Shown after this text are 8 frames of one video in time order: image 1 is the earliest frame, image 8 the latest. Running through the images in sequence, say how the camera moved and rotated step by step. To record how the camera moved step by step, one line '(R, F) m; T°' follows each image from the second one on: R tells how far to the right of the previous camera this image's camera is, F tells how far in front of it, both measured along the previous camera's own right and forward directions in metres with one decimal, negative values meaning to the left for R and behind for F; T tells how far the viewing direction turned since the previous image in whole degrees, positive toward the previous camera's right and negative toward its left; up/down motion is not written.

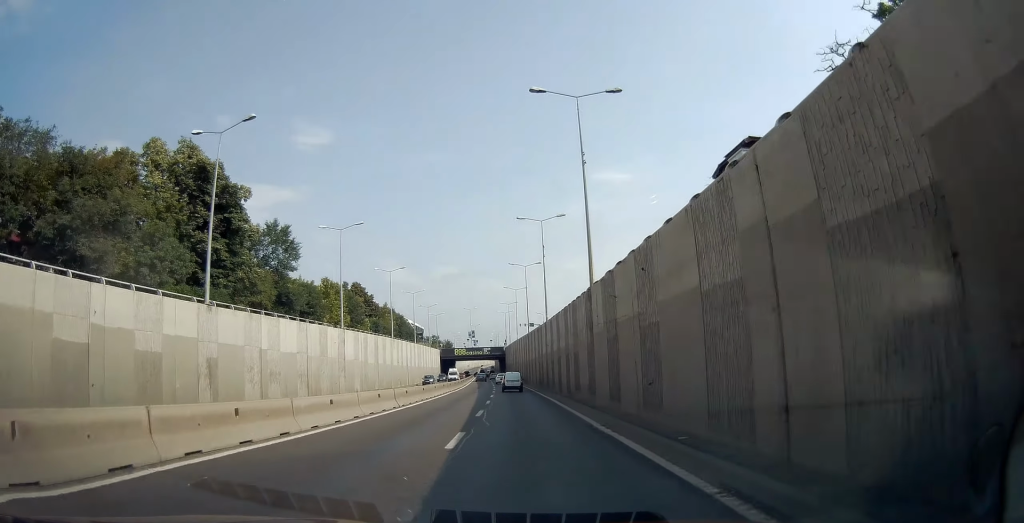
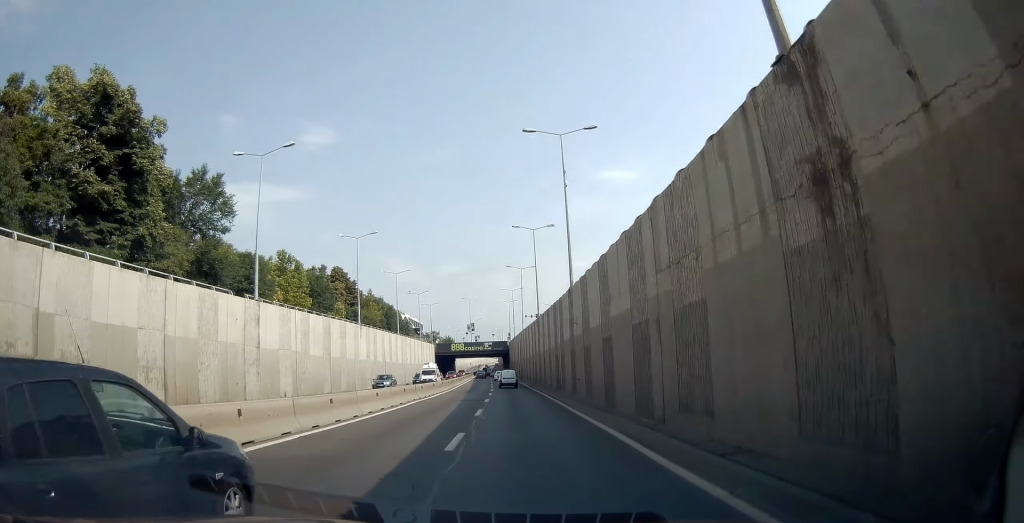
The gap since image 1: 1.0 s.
(0.0, +17.6) m; -1°
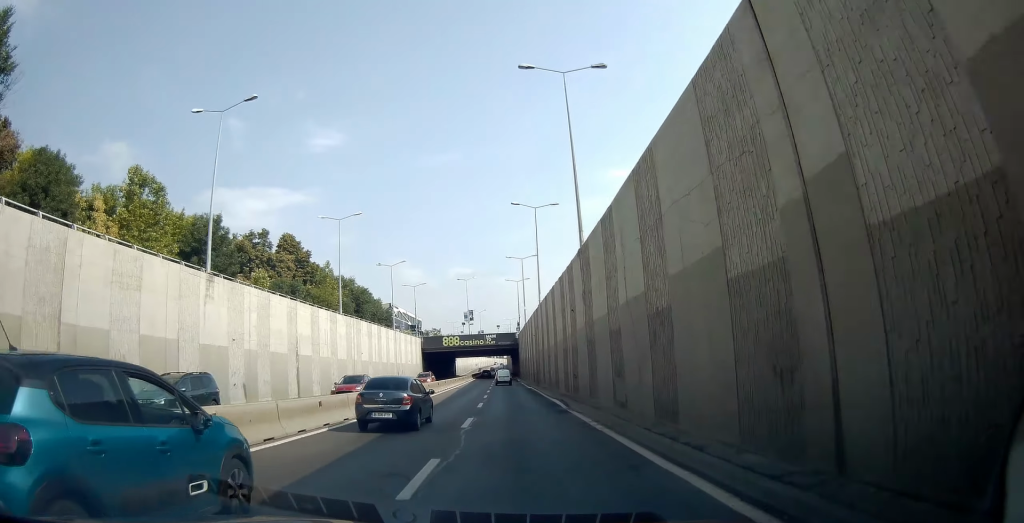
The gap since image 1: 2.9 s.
(-0.6, +31.2) m; 0°
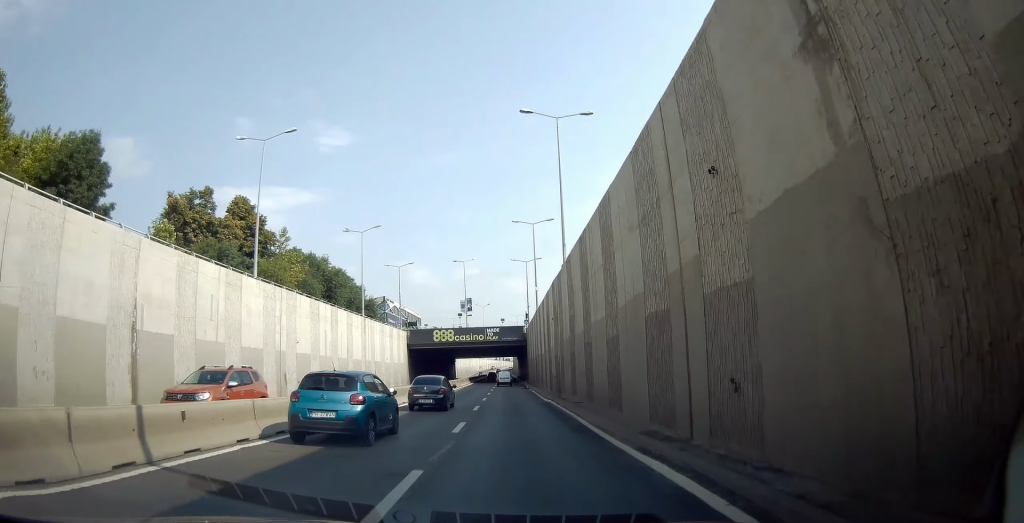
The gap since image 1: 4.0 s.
(+0.3, +19.3) m; +1°
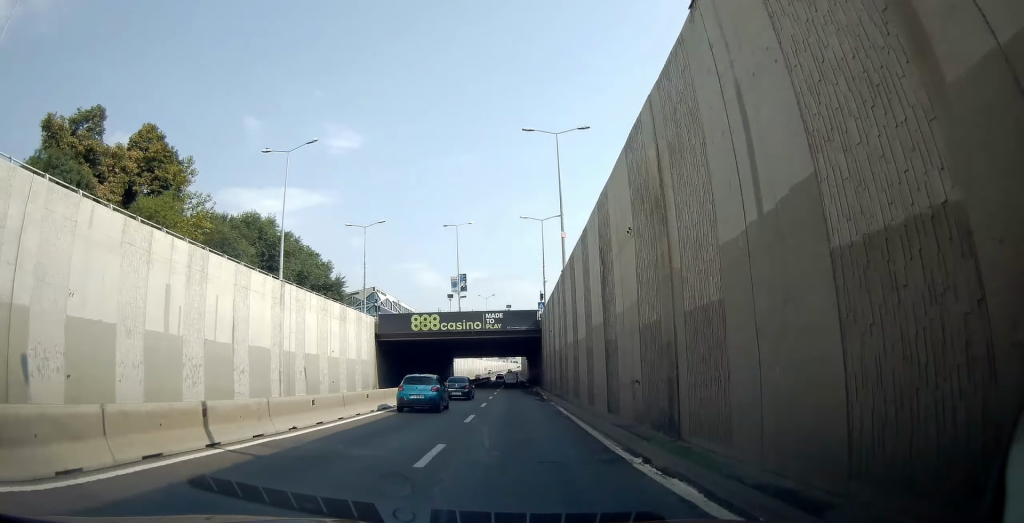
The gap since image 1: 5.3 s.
(+0.1, +24.1) m; 0°
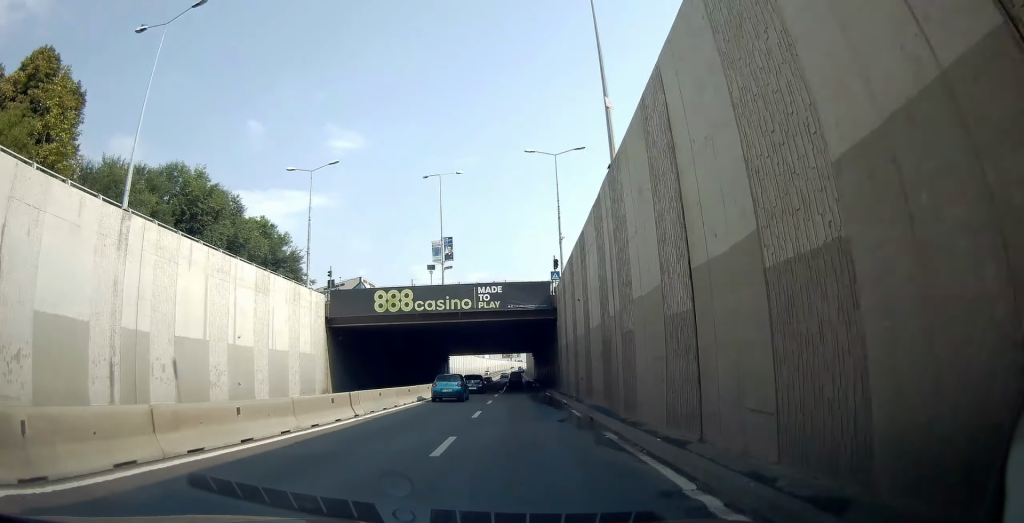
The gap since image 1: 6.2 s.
(0.0, +16.9) m; 0°
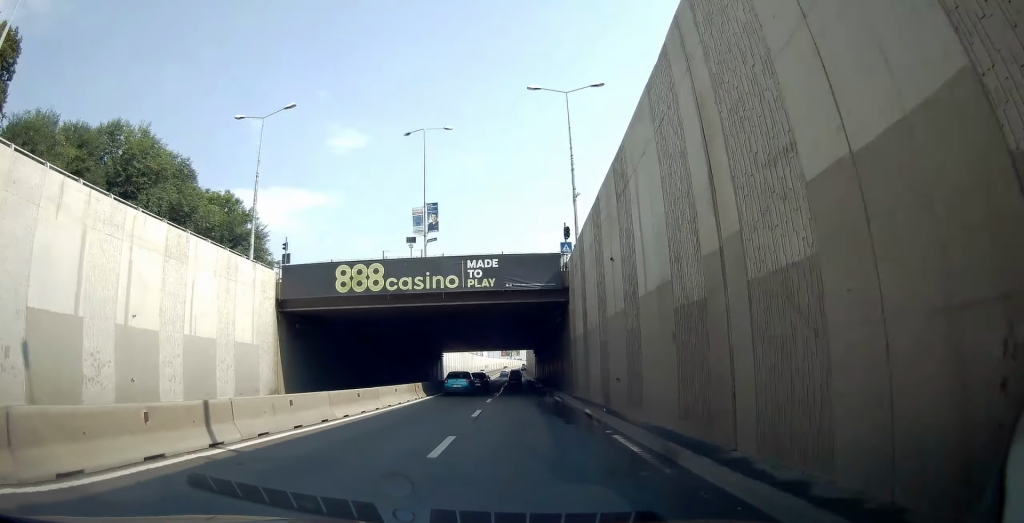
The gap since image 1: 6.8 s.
(0.0, +10.0) m; +1°
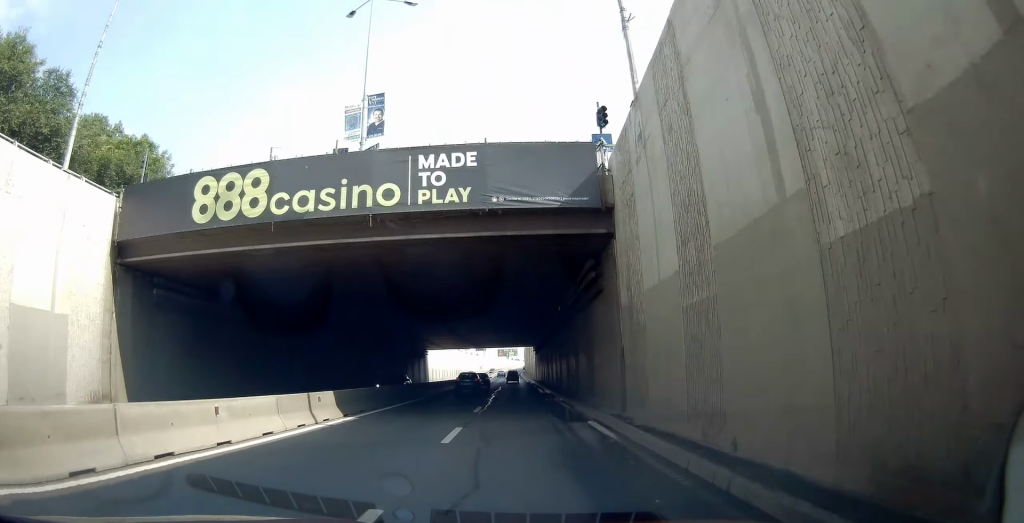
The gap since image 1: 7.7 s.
(+0.3, +15.9) m; +2°
